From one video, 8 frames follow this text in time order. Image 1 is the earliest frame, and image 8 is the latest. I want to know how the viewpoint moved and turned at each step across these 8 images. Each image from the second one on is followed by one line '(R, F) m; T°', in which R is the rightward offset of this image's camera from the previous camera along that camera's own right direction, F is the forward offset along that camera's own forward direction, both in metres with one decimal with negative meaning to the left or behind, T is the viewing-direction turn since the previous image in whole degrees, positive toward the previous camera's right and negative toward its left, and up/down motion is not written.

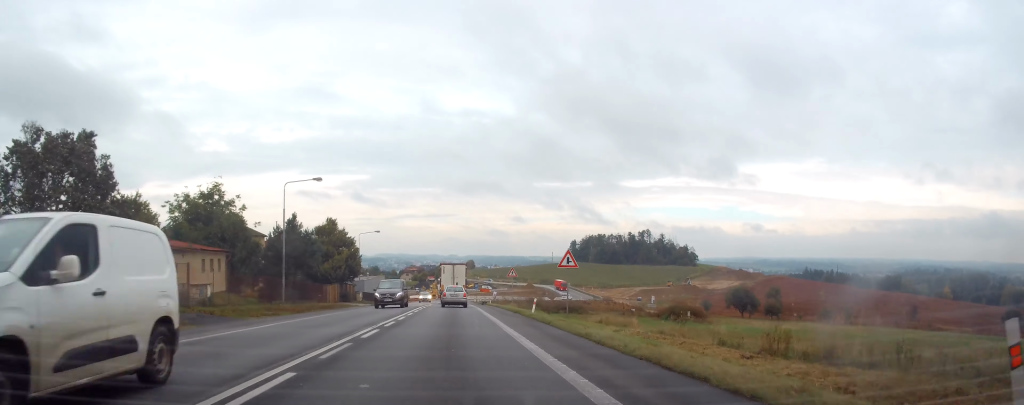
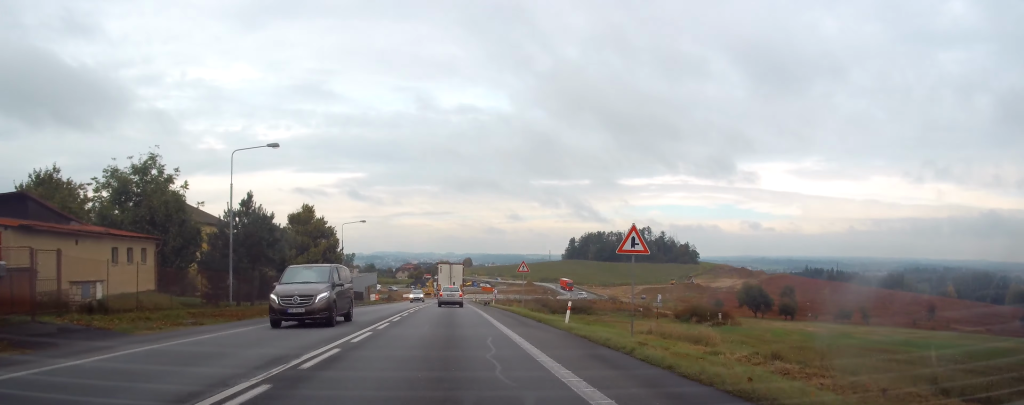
(0.0, +10.0) m; +1°
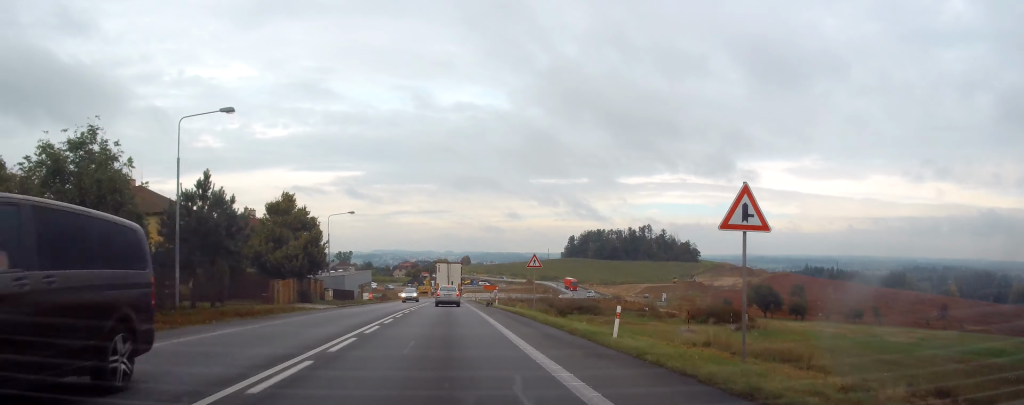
(+0.1, +6.5) m; 0°
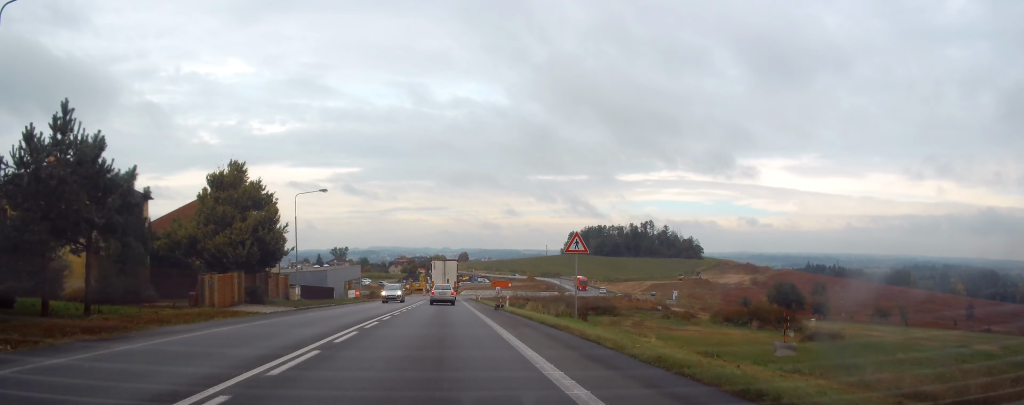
(+0.1, +12.0) m; 0°
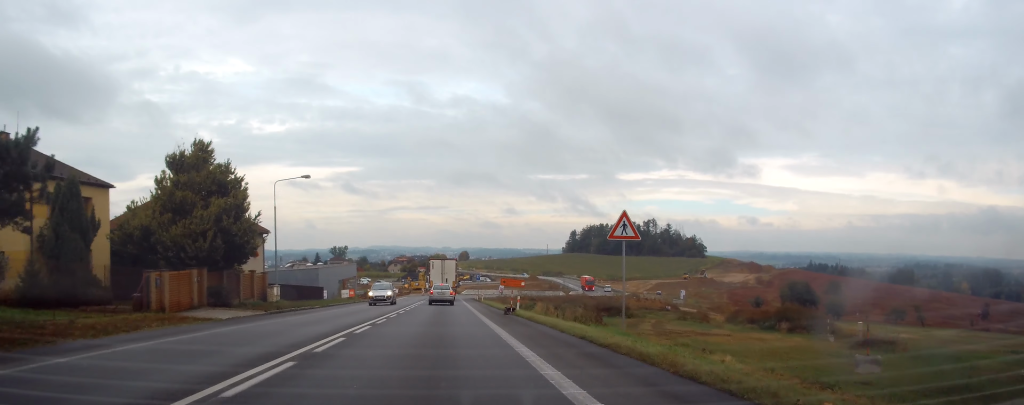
(-0.2, +6.0) m; 0°
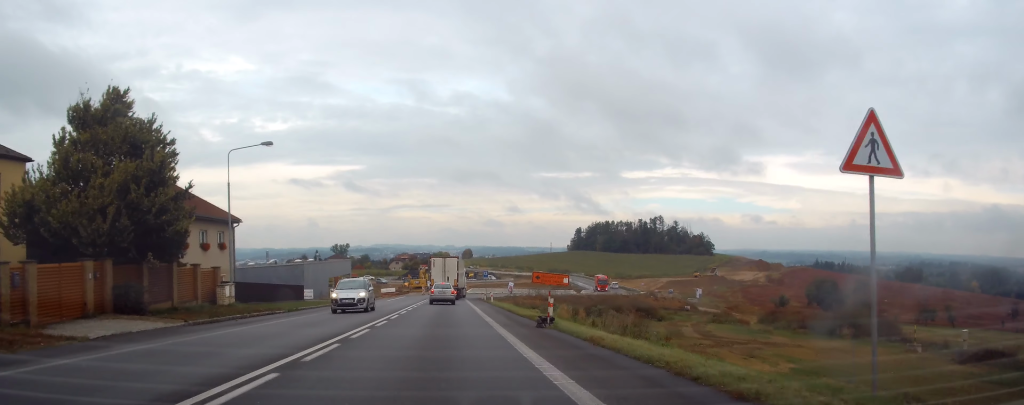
(+0.1, +9.8) m; 0°
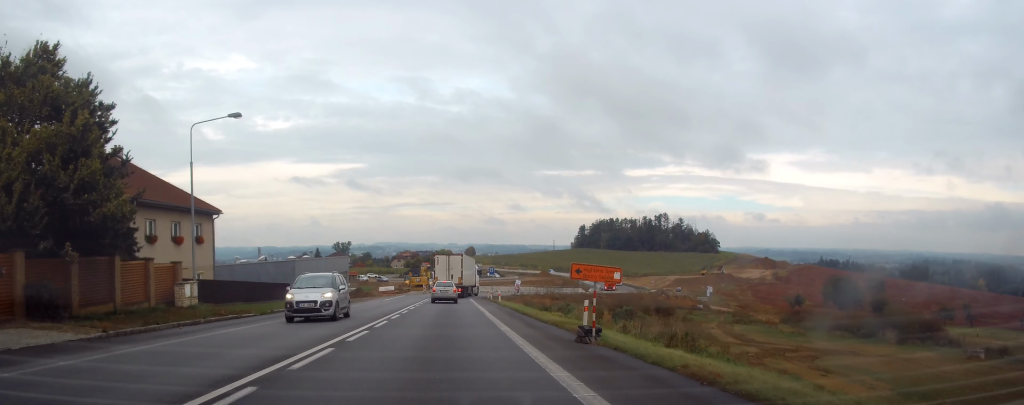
(+0.2, +5.5) m; 0°
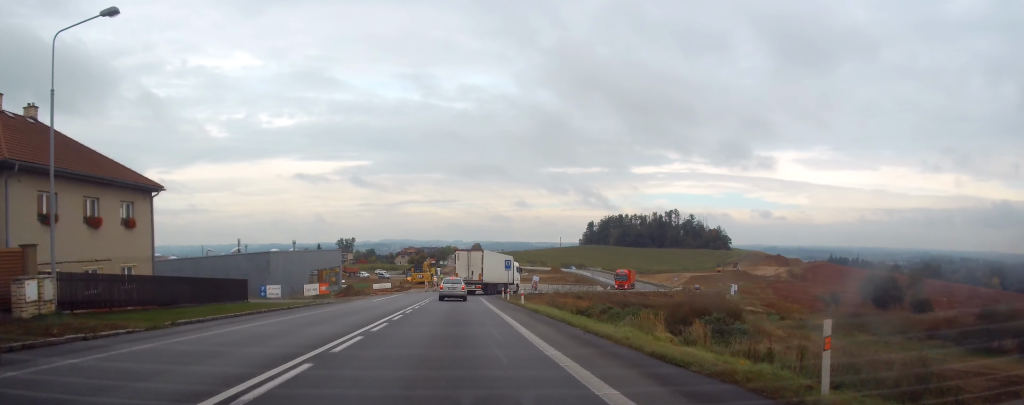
(-0.3, +11.6) m; 0°
